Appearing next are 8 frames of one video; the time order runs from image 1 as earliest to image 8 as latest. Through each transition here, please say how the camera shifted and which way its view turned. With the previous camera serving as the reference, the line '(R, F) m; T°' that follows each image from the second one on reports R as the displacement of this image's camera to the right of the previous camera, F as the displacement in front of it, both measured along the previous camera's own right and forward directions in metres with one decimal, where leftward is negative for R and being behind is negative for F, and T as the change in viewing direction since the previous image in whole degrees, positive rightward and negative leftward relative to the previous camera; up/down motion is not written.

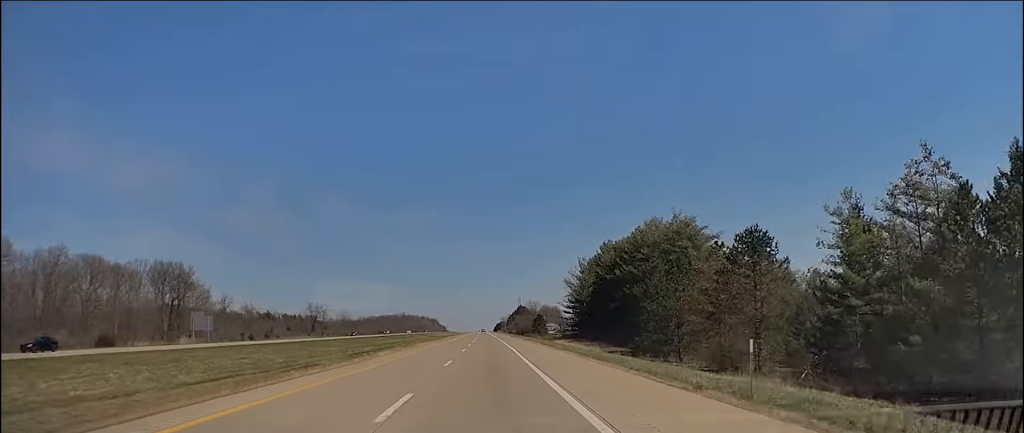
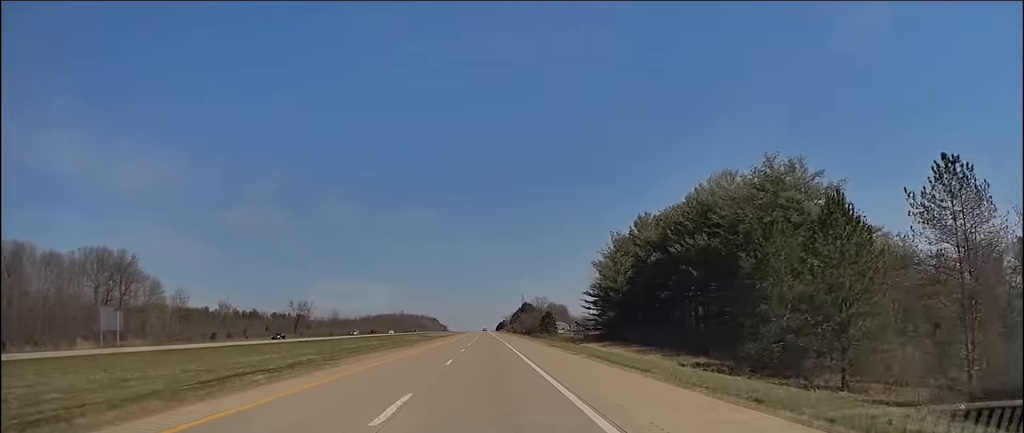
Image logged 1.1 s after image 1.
(-0.3, +30.6) m; -1°
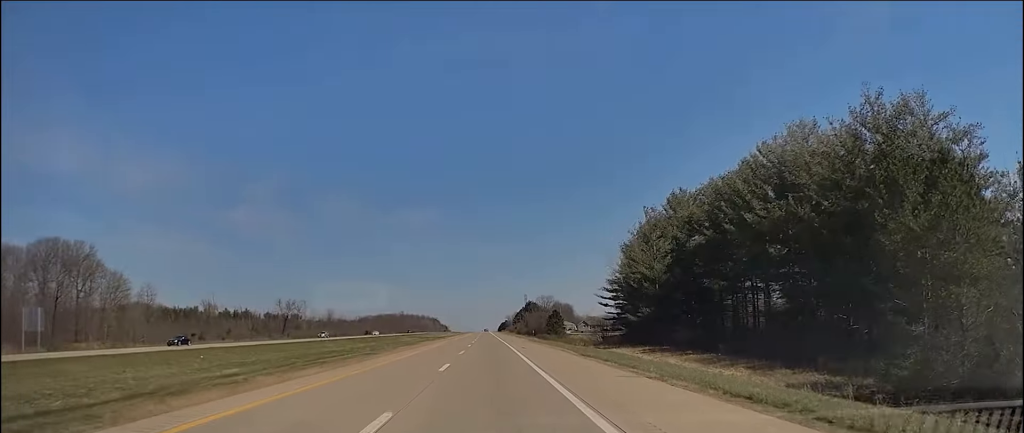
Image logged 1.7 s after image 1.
(-0.3, +18.0) m; 0°
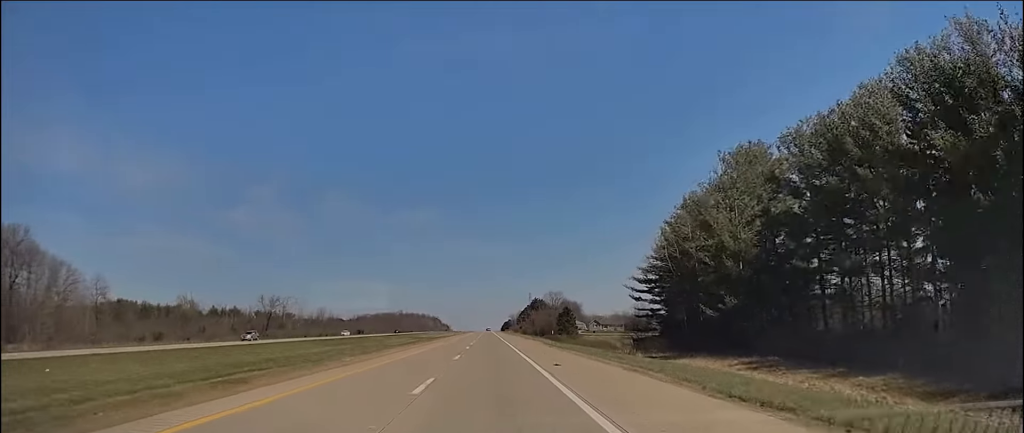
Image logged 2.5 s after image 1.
(+0.4, +22.8) m; 0°
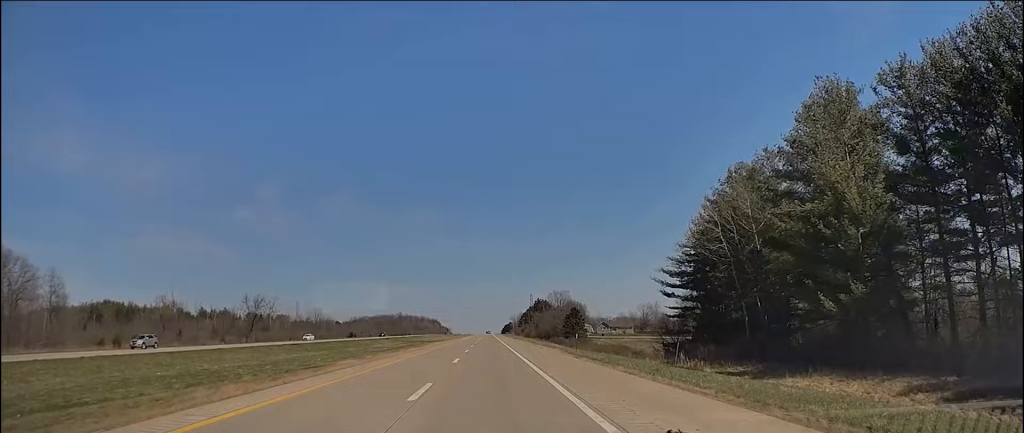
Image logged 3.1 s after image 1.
(-0.1, +16.3) m; 0°
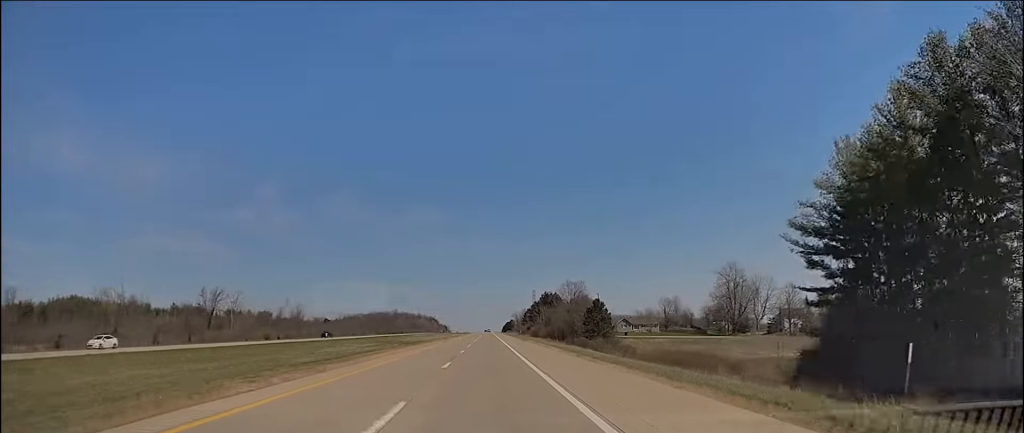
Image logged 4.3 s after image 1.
(+0.2, +35.5) m; 0°
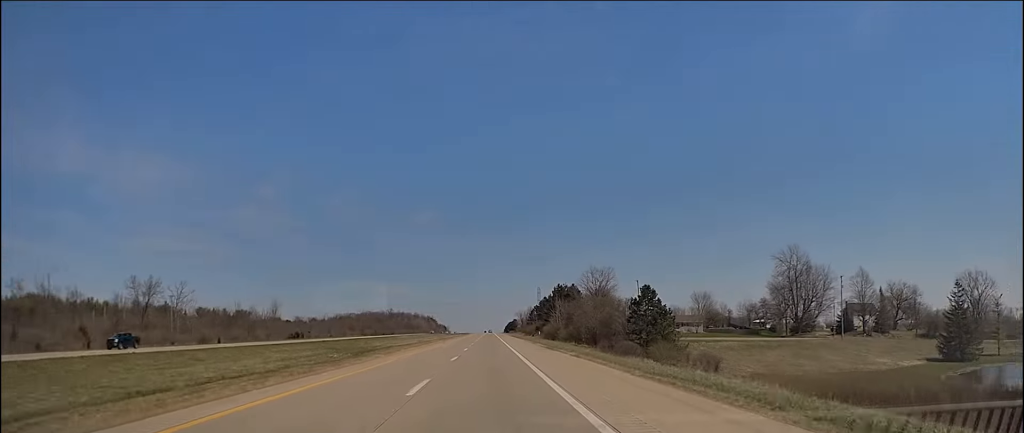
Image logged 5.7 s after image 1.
(-1.0, +40.2) m; -1°
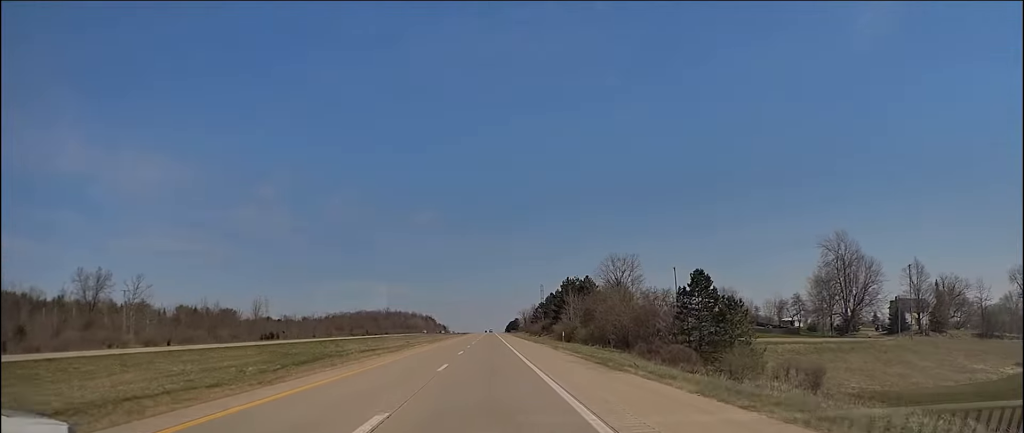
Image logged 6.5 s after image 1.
(+0.9, +23.0) m; +1°
